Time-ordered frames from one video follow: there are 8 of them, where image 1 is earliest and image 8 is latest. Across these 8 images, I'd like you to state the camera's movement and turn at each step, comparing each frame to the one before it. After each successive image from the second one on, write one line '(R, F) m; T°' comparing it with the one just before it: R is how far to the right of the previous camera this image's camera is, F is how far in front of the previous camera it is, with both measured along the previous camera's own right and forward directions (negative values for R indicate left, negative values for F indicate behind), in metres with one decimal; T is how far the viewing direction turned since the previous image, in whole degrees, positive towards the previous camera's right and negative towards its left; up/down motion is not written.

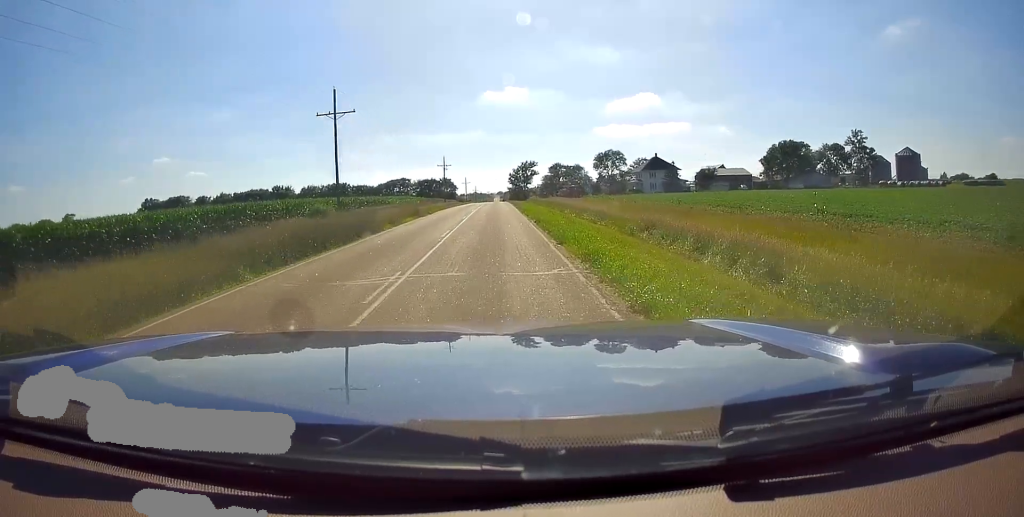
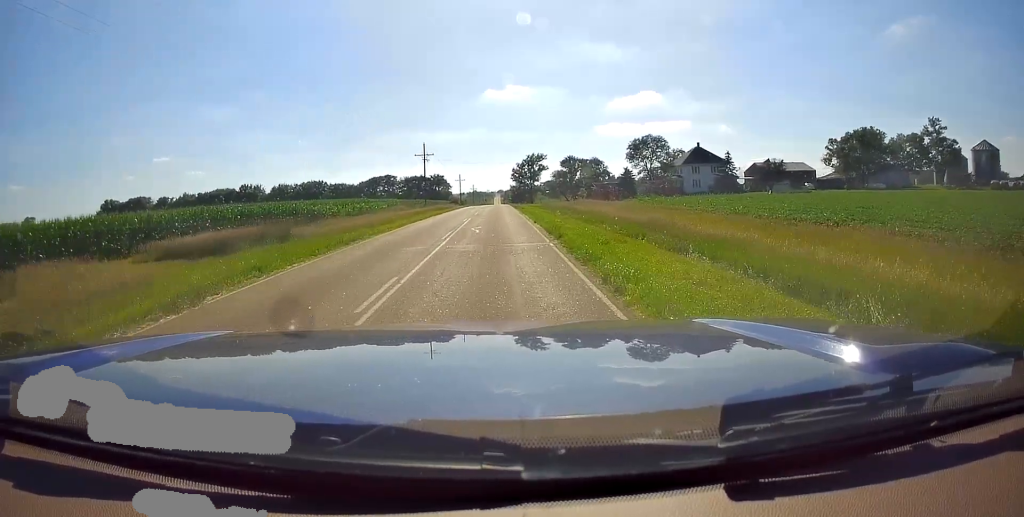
(0.0, +36.6) m; 0°
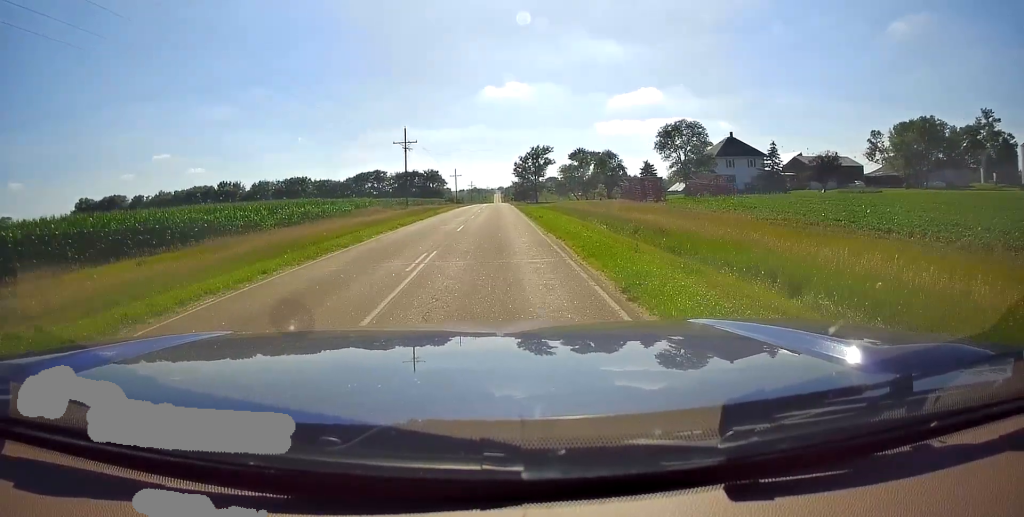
(0.0, +19.7) m; 0°
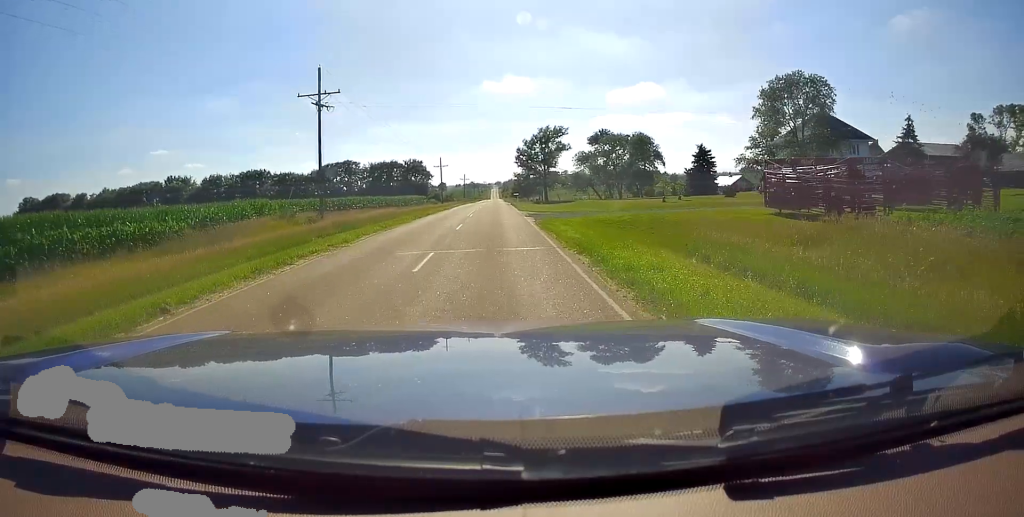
(0.0, +35.8) m; 0°
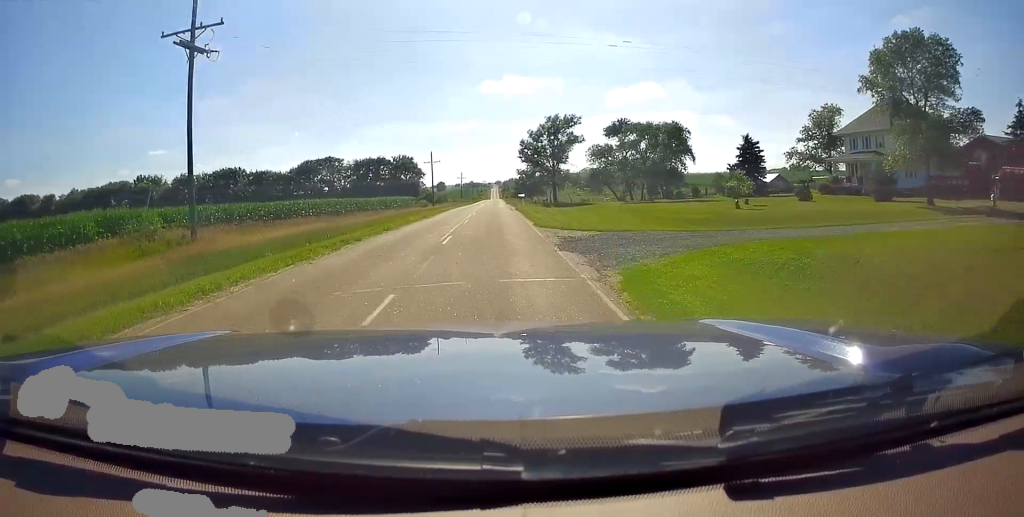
(0.0, +17.5) m; 0°
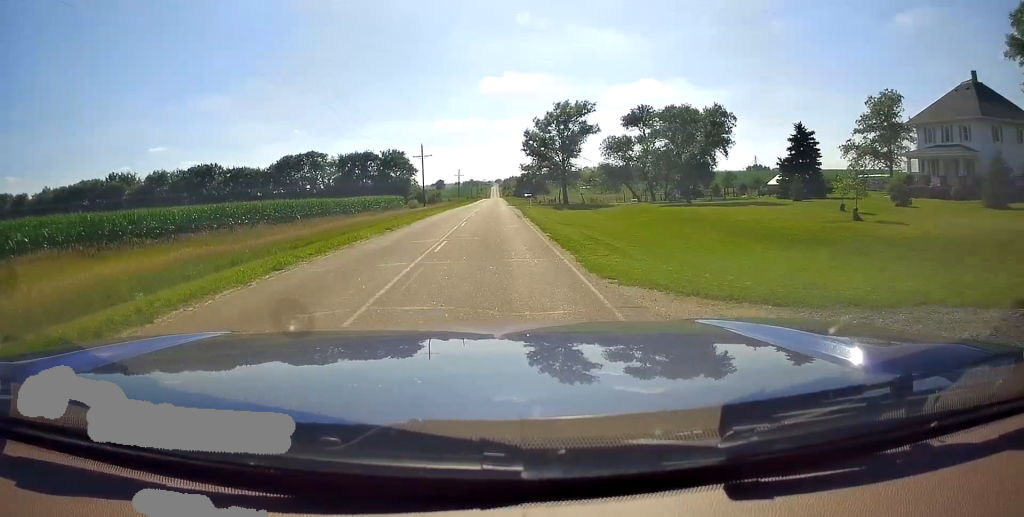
(0.0, +13.9) m; 0°
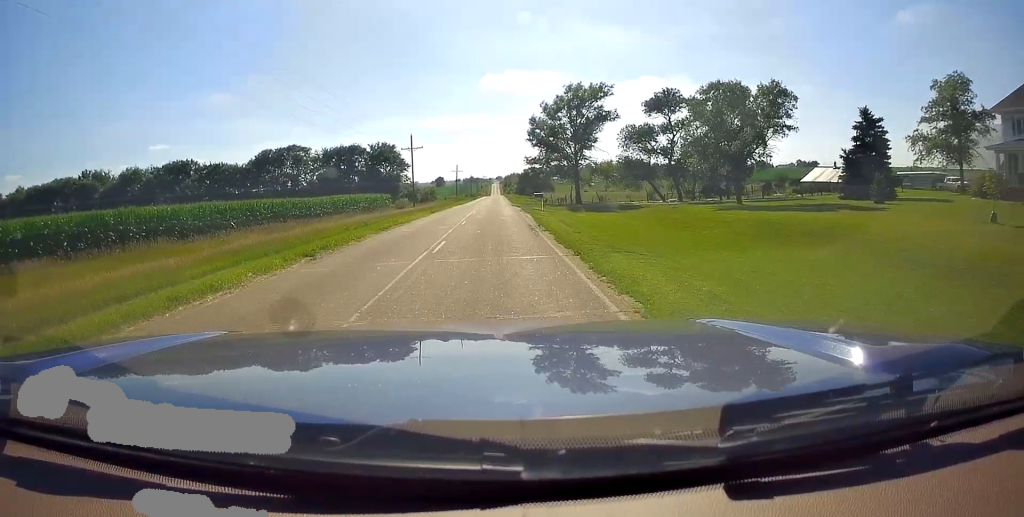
(0.0, +12.2) m; 0°
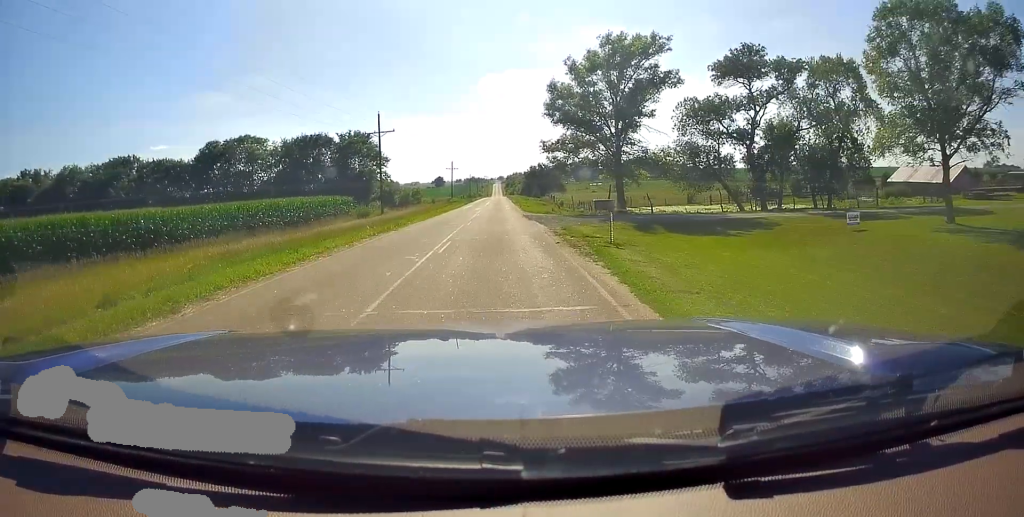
(0.0, +23.4) m; 0°
